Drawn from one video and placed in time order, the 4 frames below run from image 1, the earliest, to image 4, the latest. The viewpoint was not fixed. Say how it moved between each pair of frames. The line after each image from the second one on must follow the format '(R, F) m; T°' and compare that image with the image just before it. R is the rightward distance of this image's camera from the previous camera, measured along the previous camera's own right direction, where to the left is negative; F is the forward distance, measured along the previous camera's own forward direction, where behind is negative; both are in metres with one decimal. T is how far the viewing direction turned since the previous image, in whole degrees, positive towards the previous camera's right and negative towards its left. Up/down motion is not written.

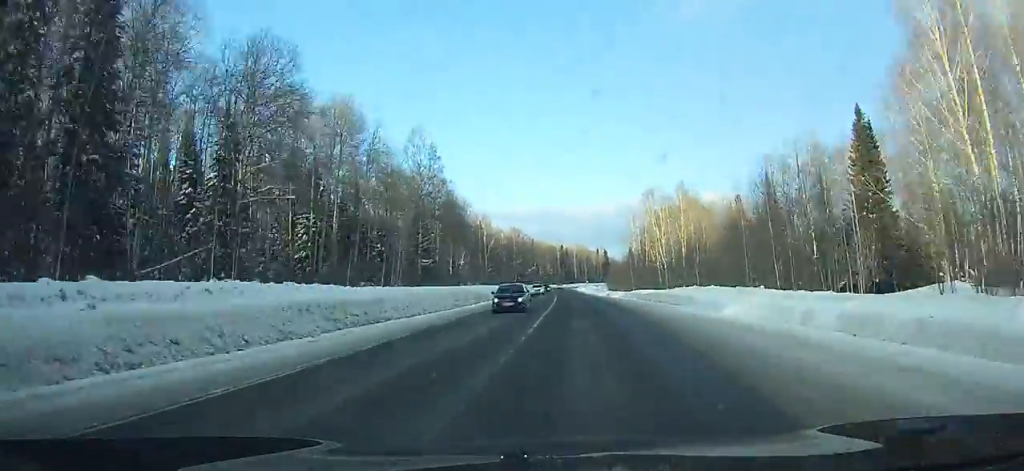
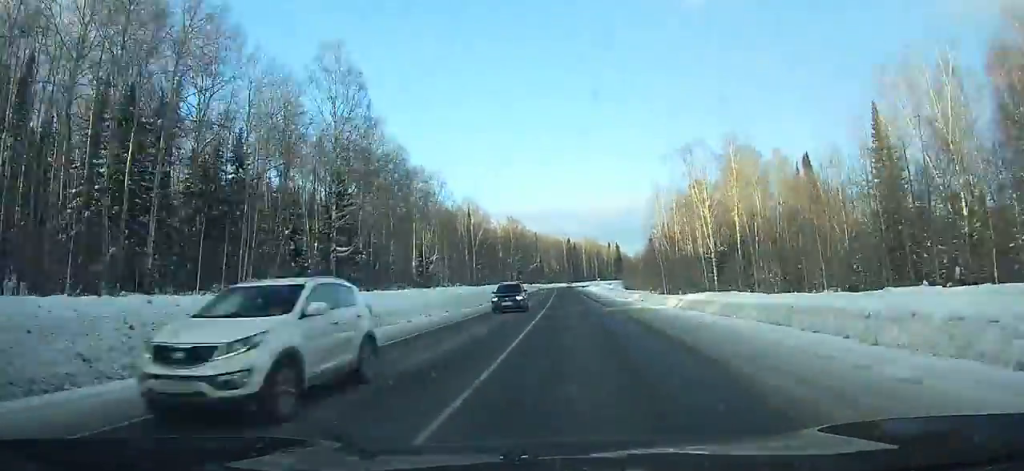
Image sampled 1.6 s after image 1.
(-1.0, +34.7) m; -1°
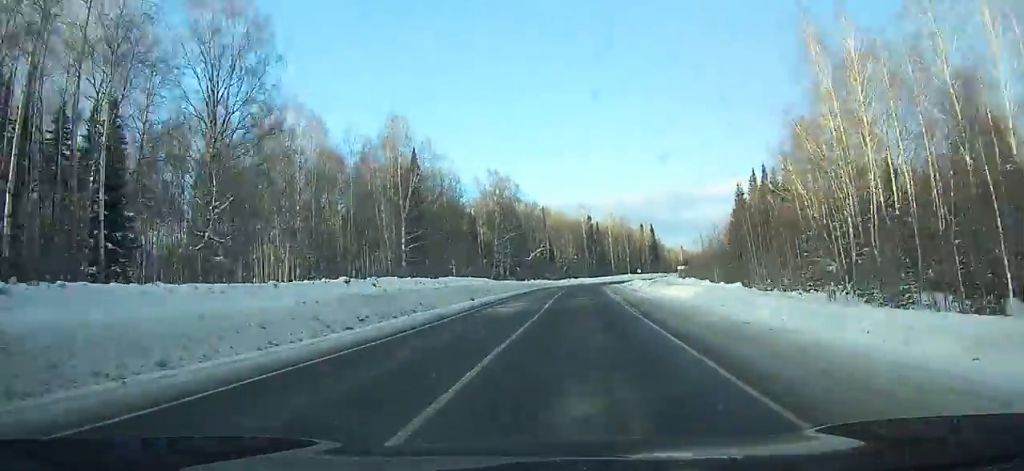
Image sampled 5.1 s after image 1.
(-0.6, +74.9) m; -1°
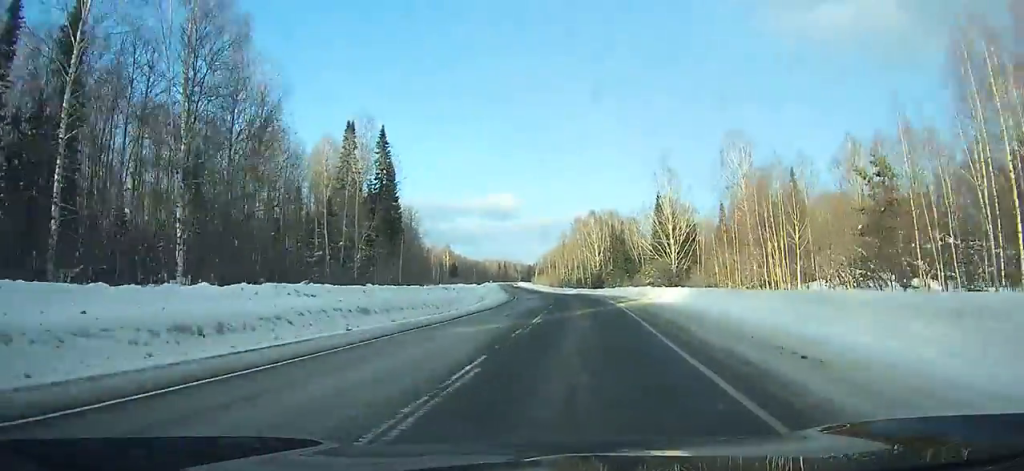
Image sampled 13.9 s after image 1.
(+22.1, +174.1) m; +18°
